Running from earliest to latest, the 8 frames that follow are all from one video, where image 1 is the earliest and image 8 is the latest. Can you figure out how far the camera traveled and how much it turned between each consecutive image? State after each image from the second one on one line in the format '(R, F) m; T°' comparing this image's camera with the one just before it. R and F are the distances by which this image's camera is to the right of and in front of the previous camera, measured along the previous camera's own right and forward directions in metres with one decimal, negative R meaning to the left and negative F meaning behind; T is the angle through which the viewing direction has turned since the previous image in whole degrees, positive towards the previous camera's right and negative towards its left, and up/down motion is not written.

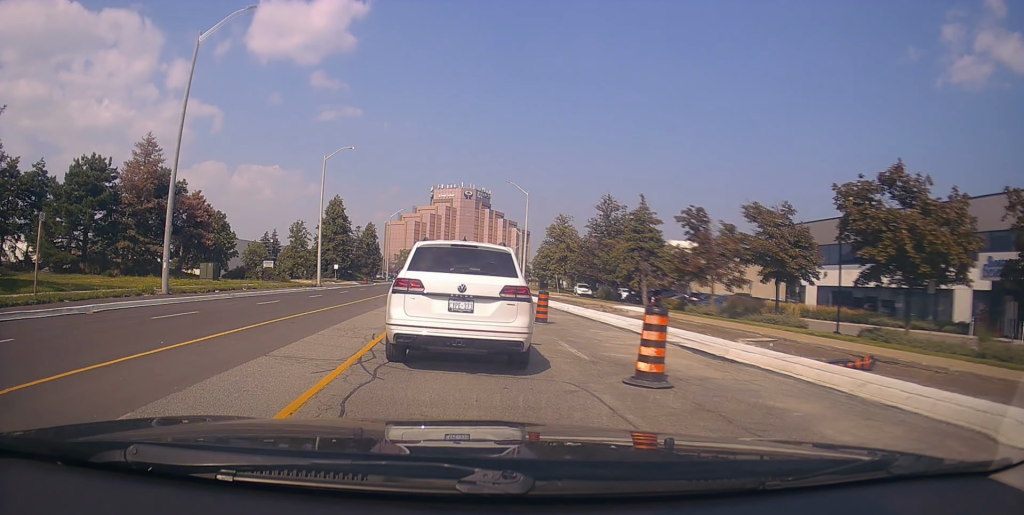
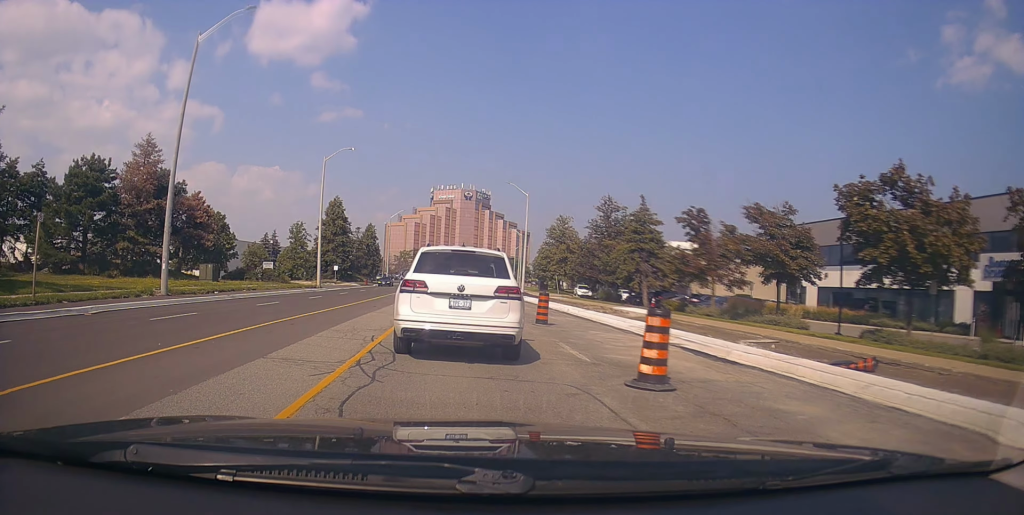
(0.0, 0.0) m; 0°
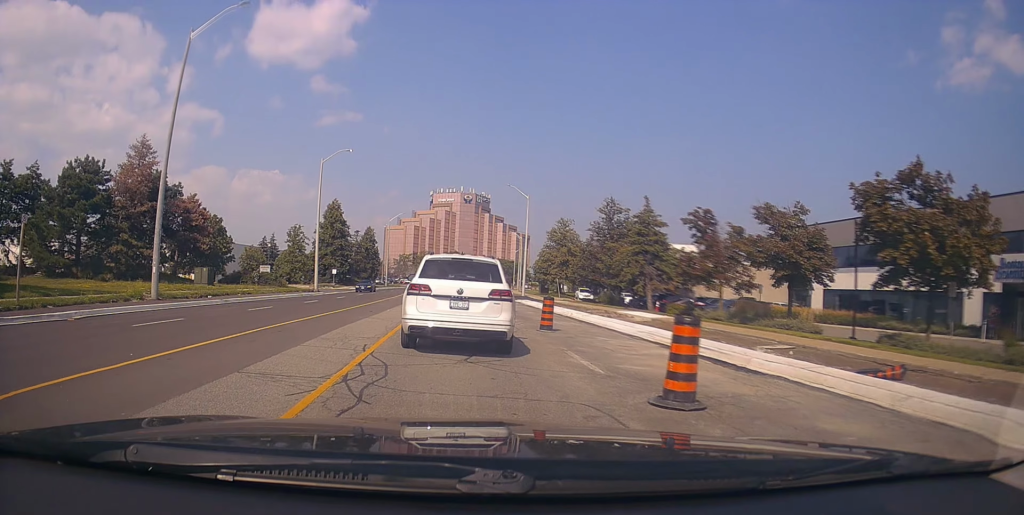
(0.0, +0.2) m; 0°
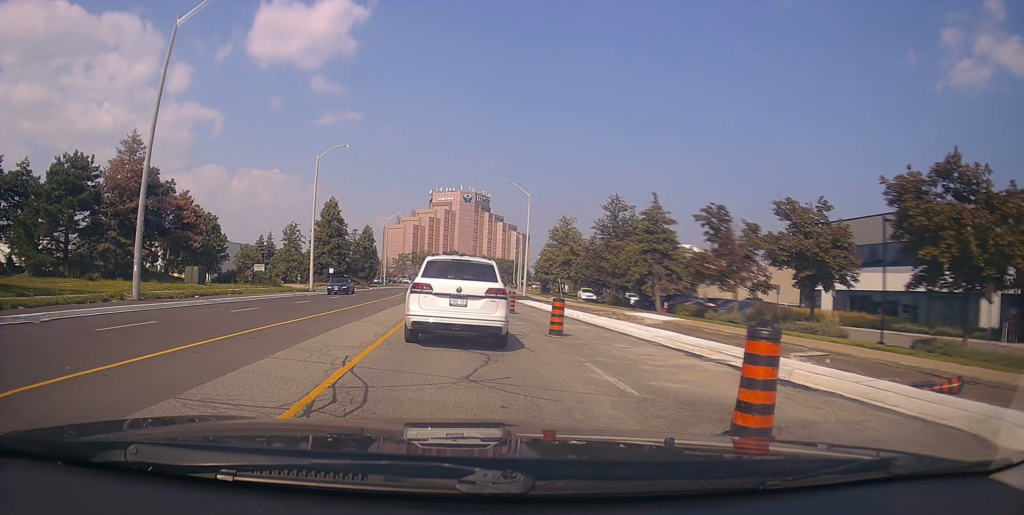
(0.0, +0.8) m; 0°
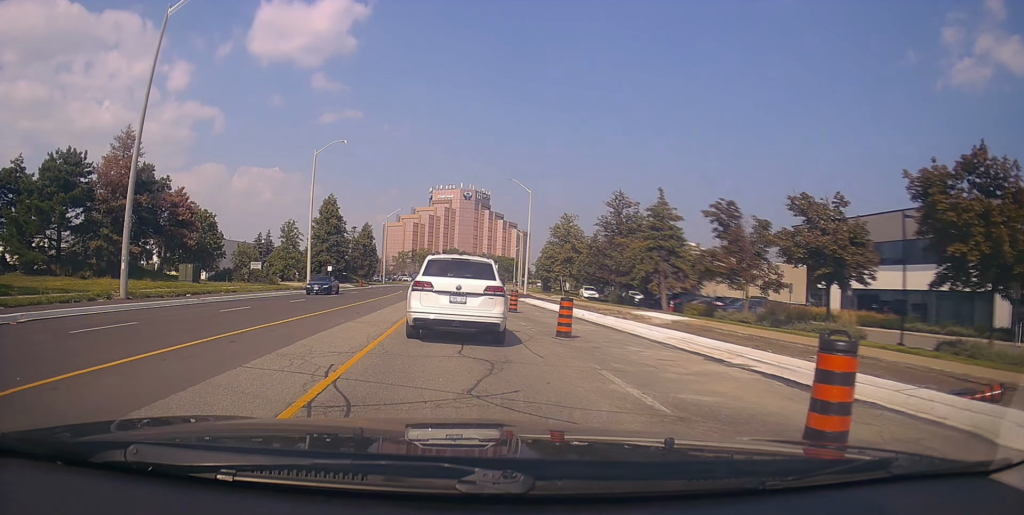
(0.0, +0.7) m; 0°
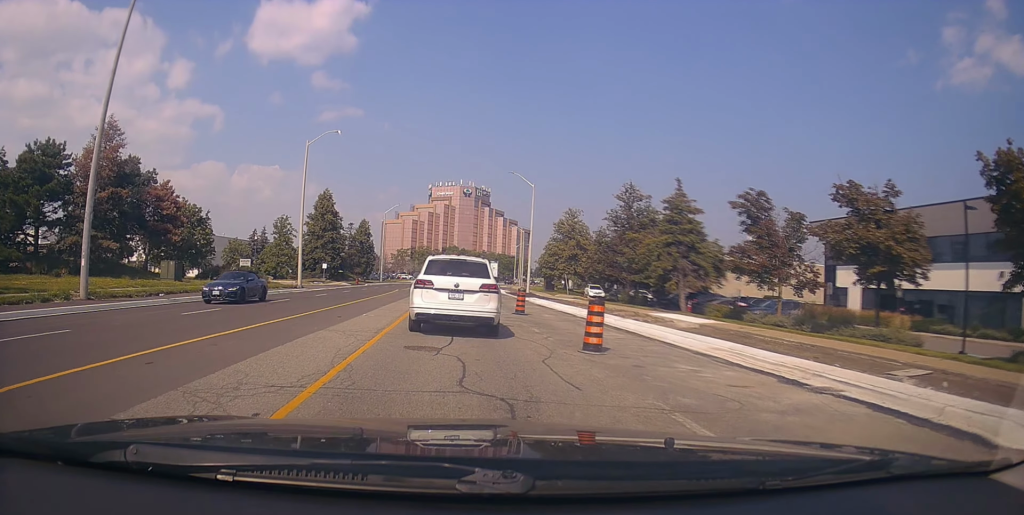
(0.0, +2.3) m; +3°
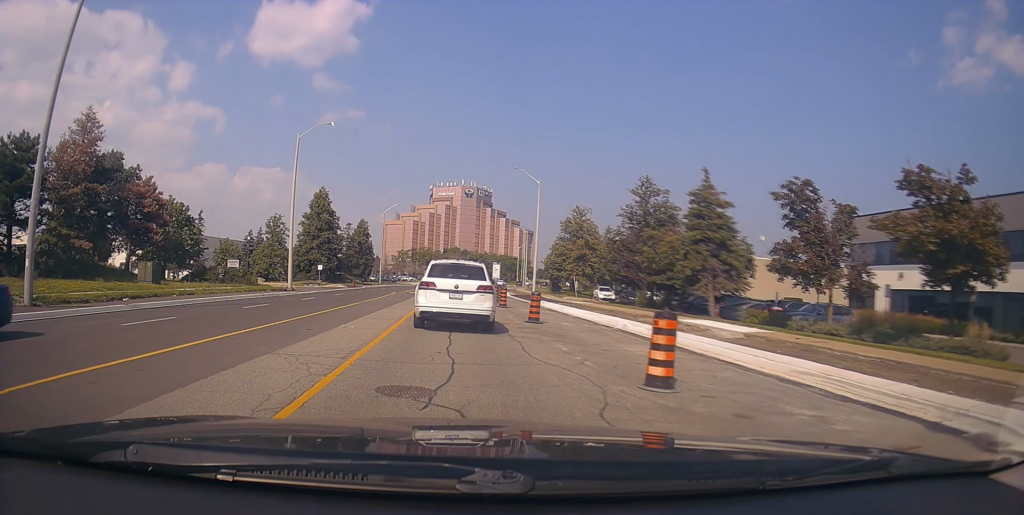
(+0.1, +3.0) m; +1°
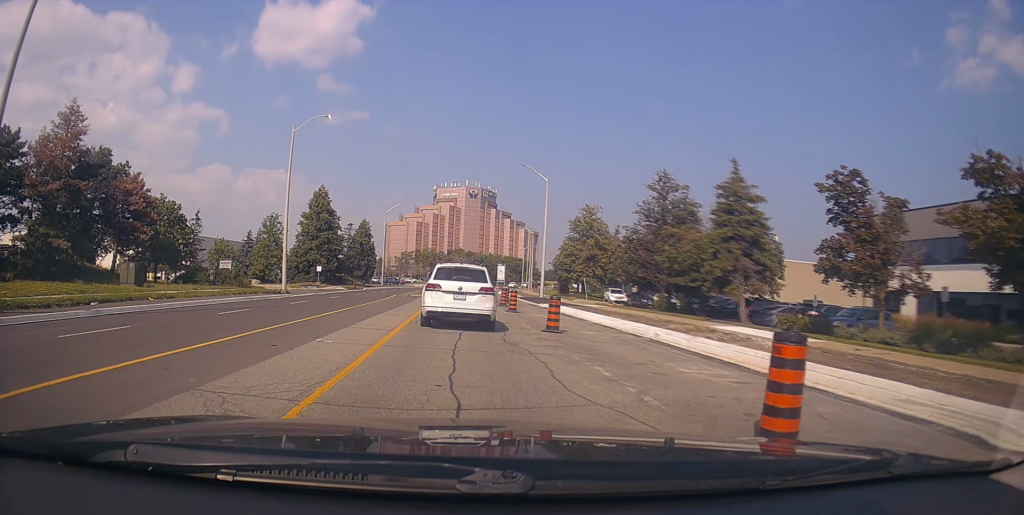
(+0.1, +2.4) m; -1°
